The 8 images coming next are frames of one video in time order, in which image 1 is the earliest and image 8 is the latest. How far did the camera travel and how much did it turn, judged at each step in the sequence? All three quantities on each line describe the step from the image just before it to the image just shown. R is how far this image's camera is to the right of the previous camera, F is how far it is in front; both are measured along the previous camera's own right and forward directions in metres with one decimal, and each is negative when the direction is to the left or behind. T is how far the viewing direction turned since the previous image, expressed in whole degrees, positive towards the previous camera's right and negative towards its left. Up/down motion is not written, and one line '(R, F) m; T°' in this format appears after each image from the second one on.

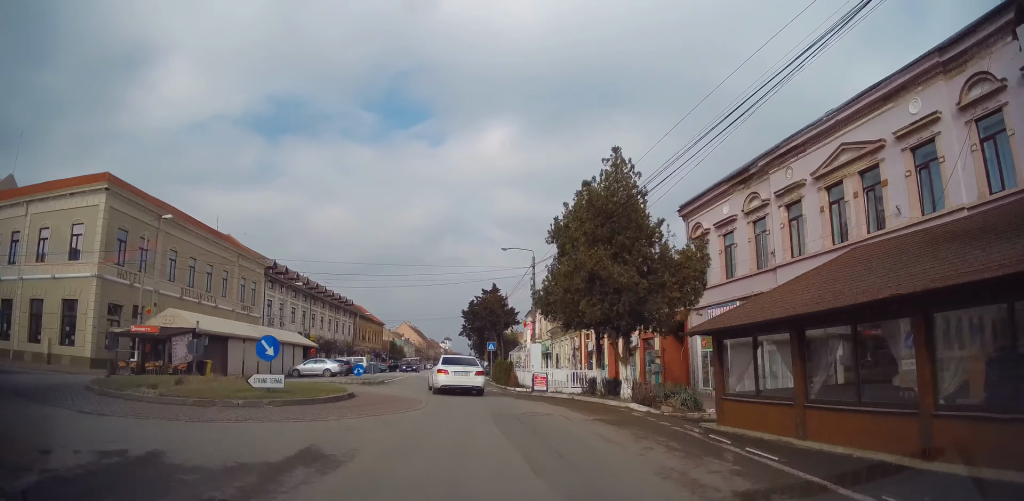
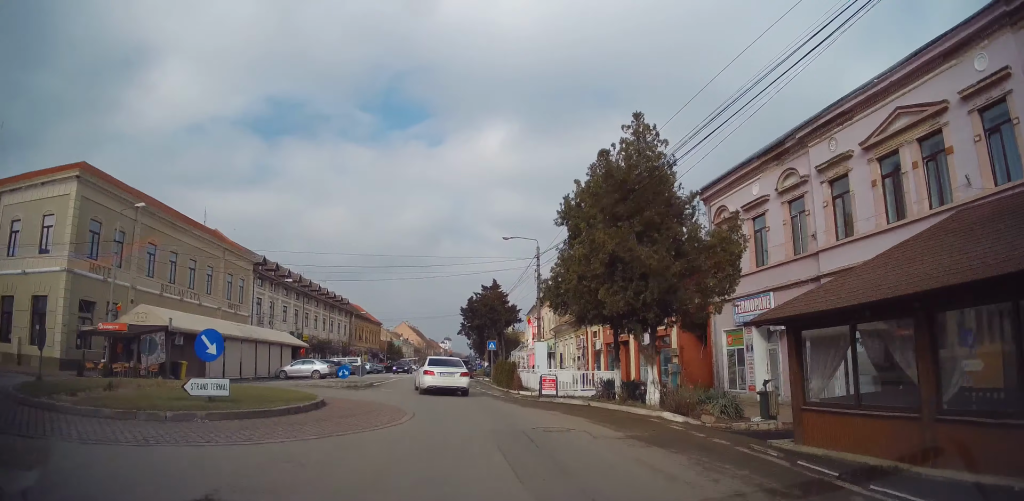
(-0.1, +3.1) m; -3°
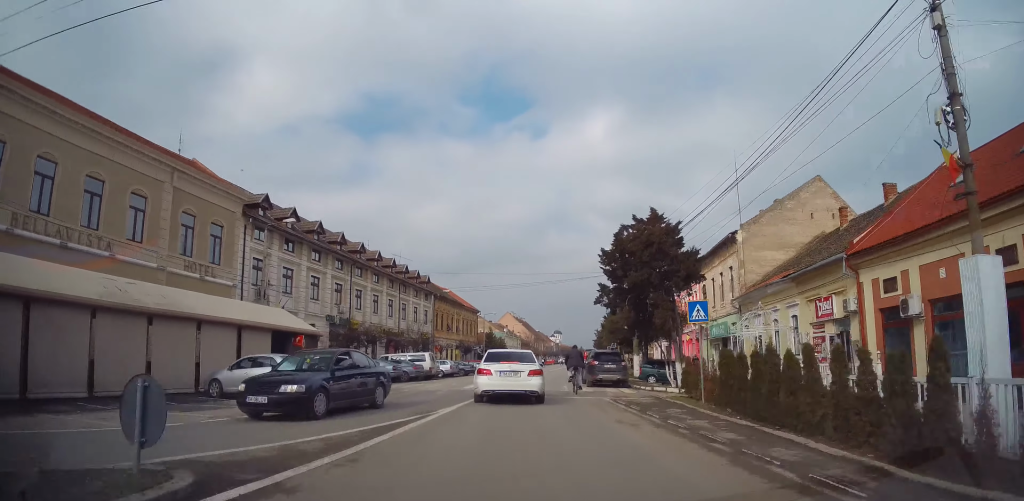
(-1.8, +21.5) m; -8°
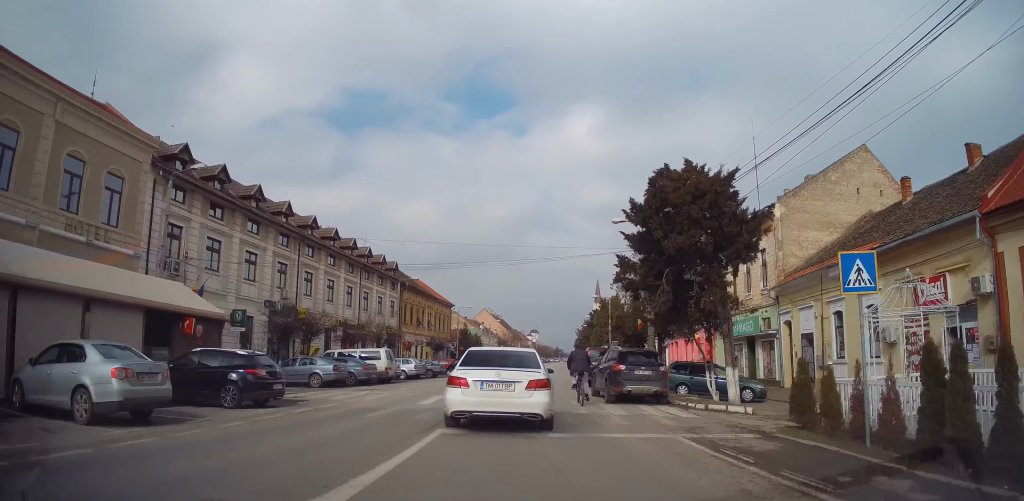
(-0.1, +8.0) m; +3°
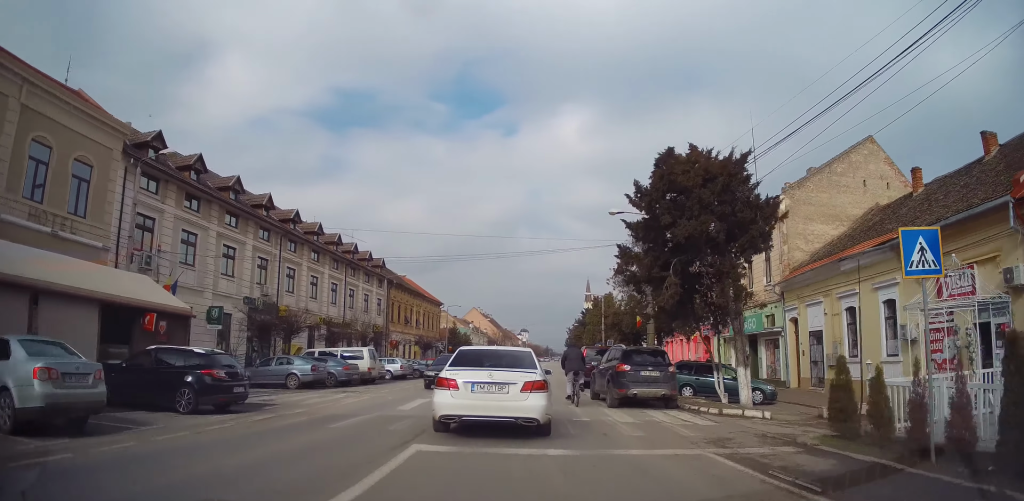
(+0.1, +1.9) m; +2°
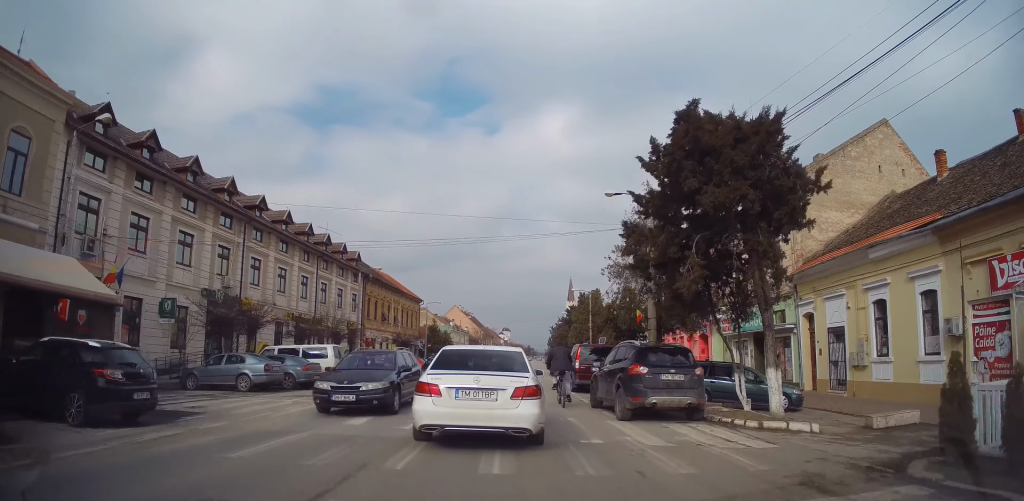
(+0.1, +3.5) m; -1°
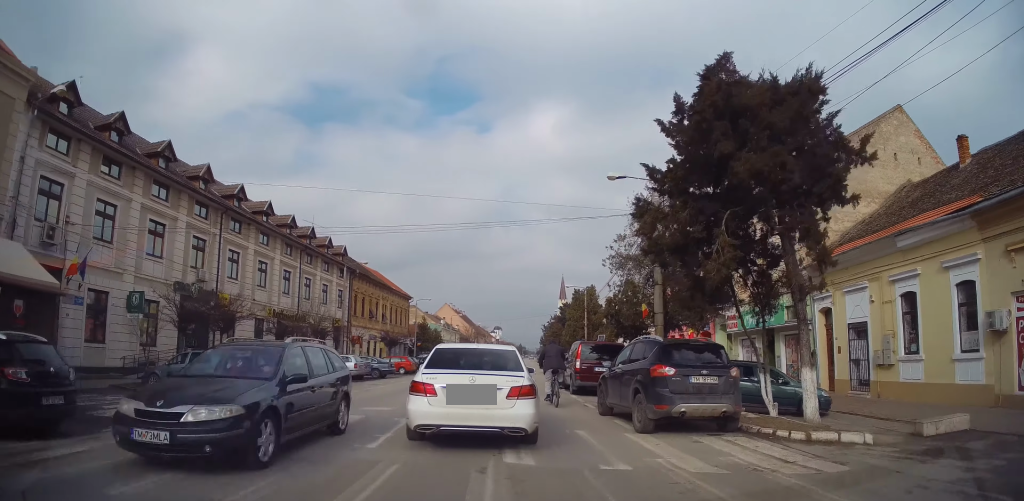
(0.0, +2.3) m; -1°
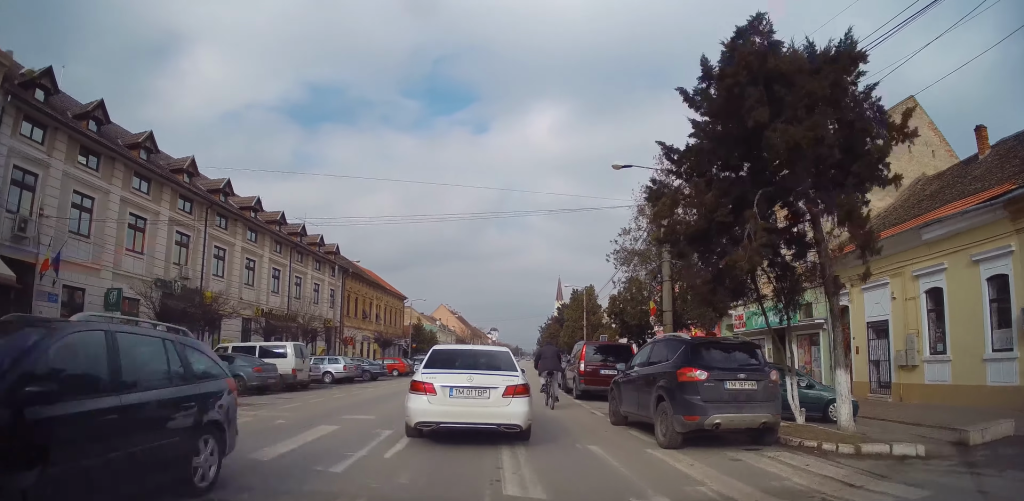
(-0.2, +1.5) m; 0°
